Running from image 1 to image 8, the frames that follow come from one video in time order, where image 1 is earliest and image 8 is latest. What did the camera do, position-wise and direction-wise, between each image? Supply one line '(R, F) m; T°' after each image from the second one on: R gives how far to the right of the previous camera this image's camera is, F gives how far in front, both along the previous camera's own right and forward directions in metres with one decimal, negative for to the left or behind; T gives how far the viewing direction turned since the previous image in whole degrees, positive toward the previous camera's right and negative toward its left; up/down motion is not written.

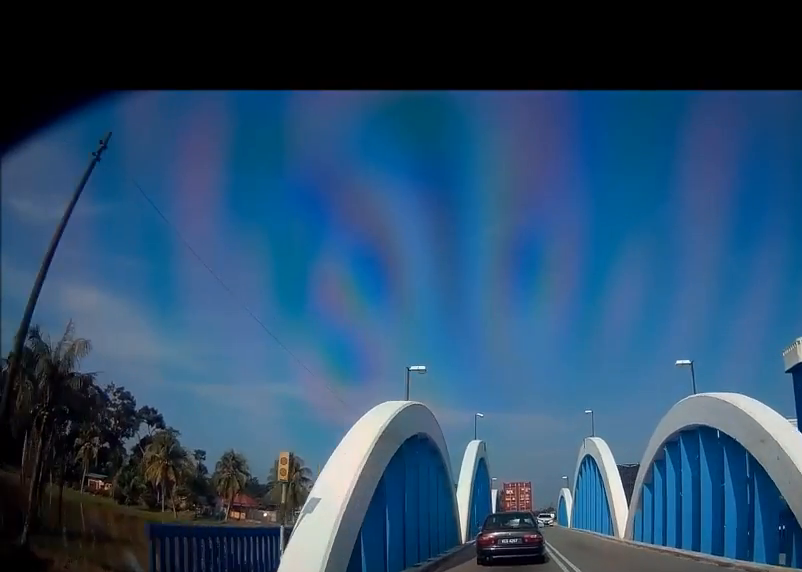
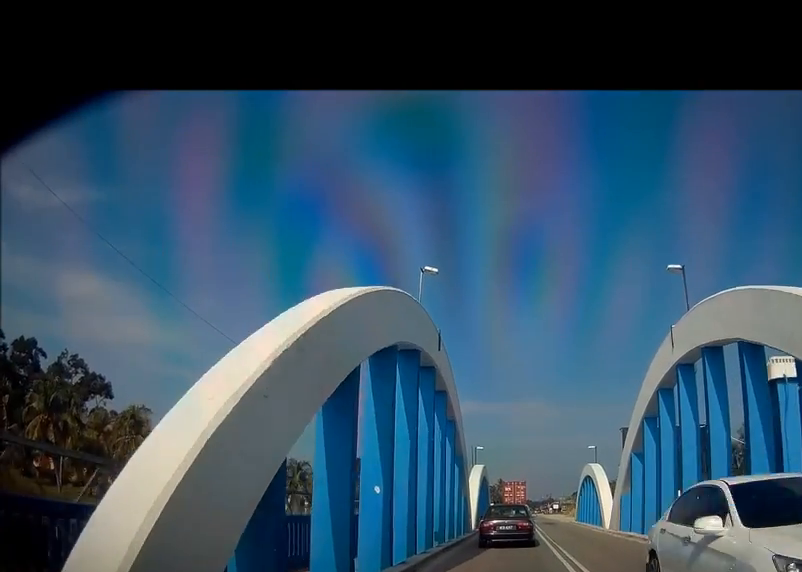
(+0.3, +22.4) m; +2°
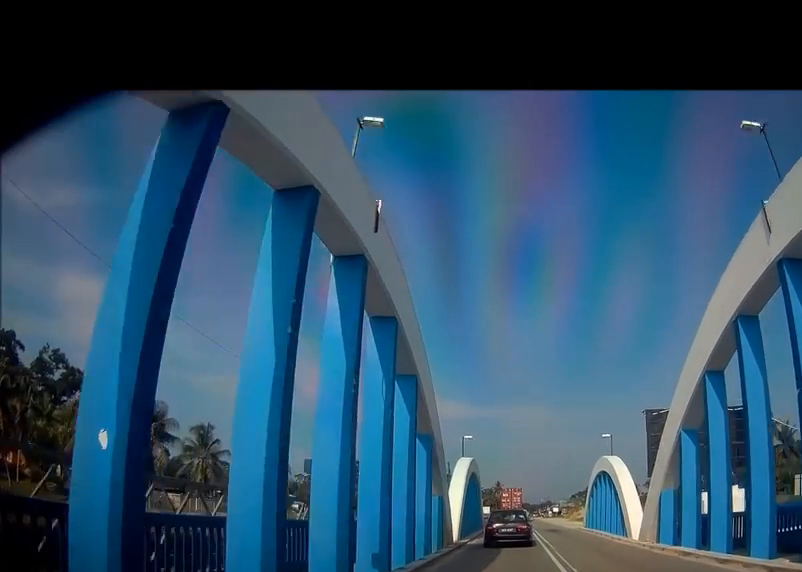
(0.0, +6.8) m; 0°
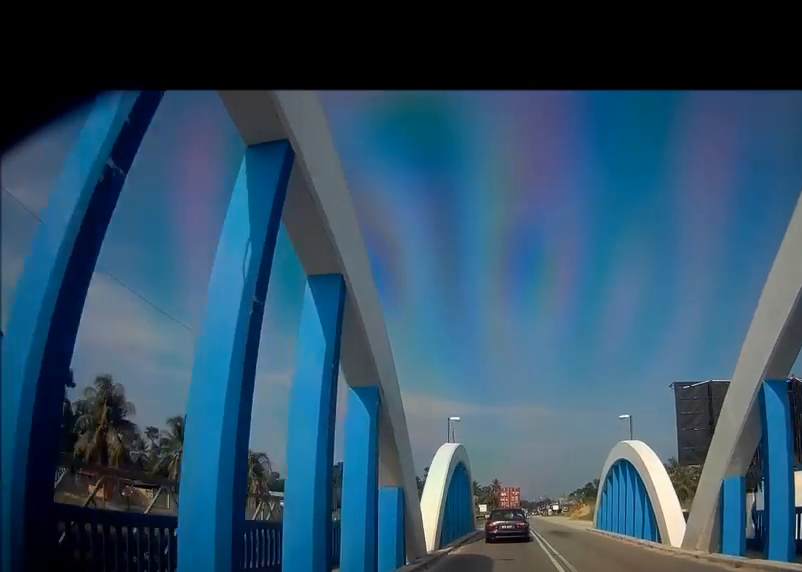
(+0.1, +5.1) m; 0°
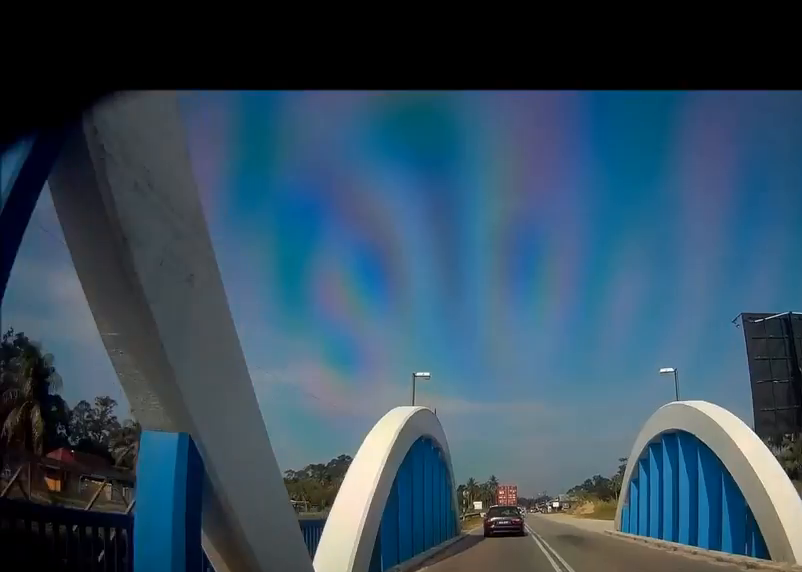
(-0.1, +7.1) m; 0°
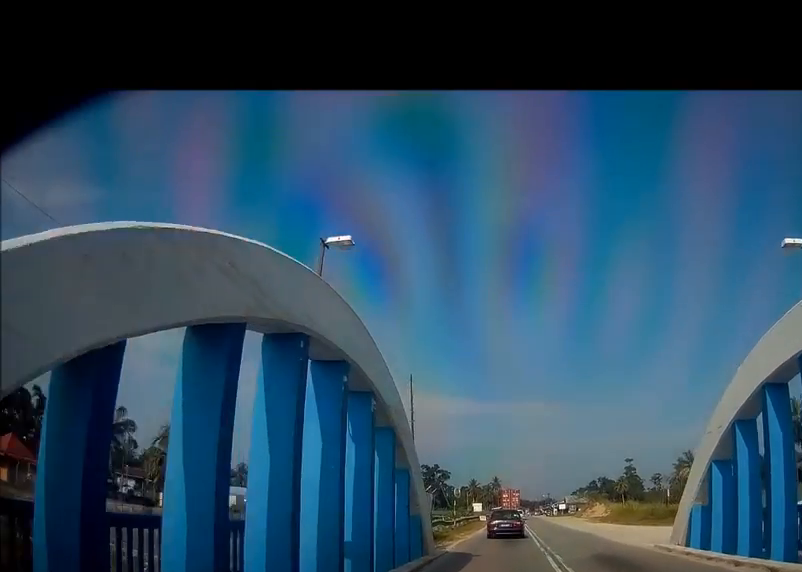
(+0.1, +7.9) m; +1°
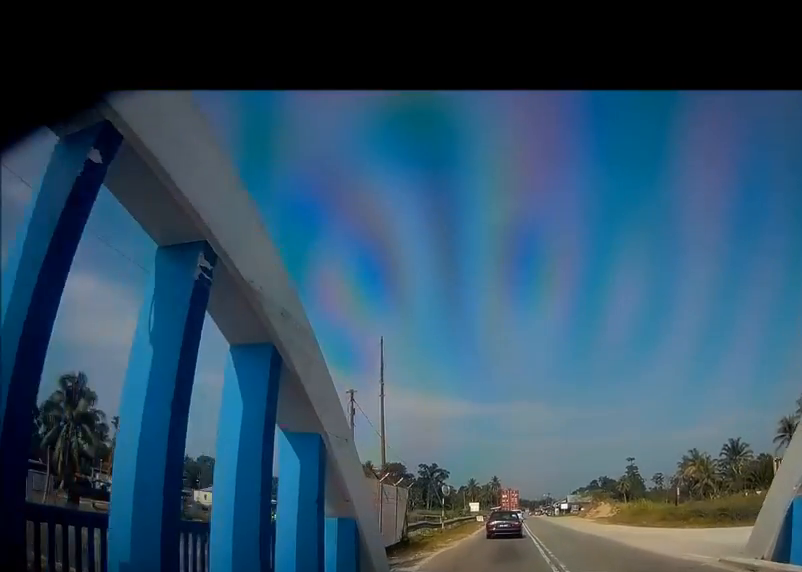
(0.0, +5.1) m; 0°
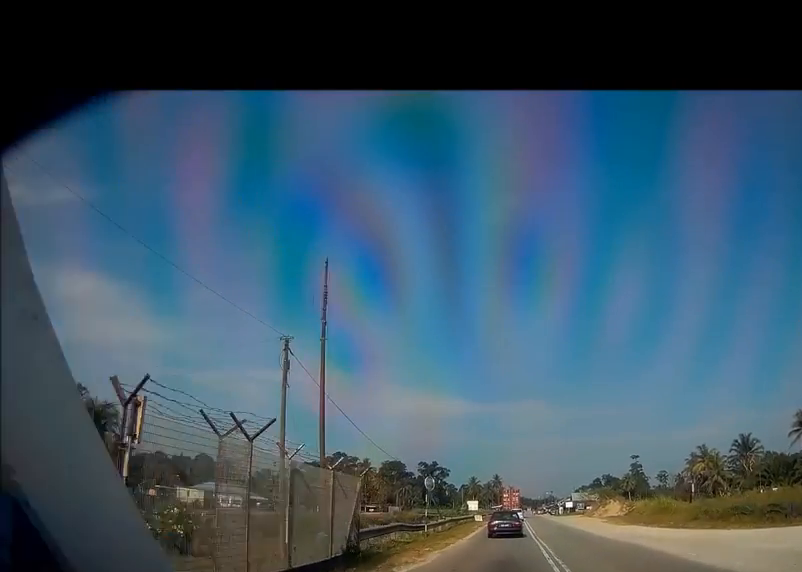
(0.0, +5.6) m; 0°
